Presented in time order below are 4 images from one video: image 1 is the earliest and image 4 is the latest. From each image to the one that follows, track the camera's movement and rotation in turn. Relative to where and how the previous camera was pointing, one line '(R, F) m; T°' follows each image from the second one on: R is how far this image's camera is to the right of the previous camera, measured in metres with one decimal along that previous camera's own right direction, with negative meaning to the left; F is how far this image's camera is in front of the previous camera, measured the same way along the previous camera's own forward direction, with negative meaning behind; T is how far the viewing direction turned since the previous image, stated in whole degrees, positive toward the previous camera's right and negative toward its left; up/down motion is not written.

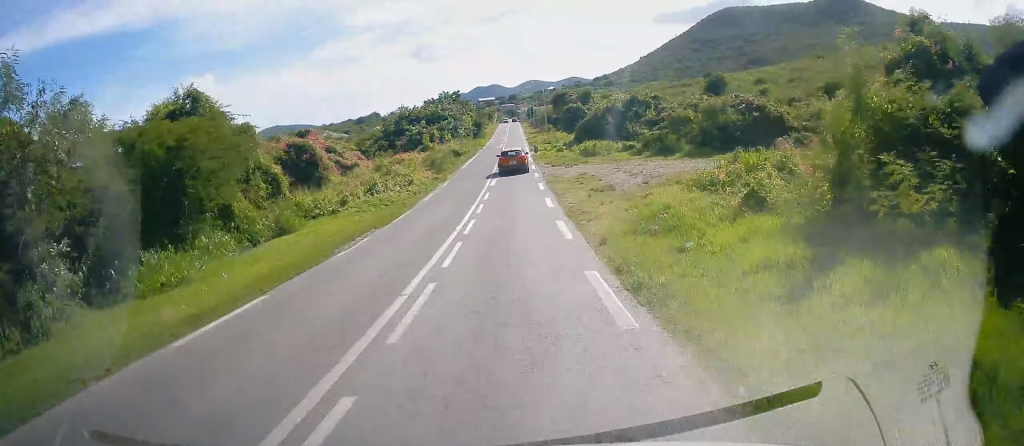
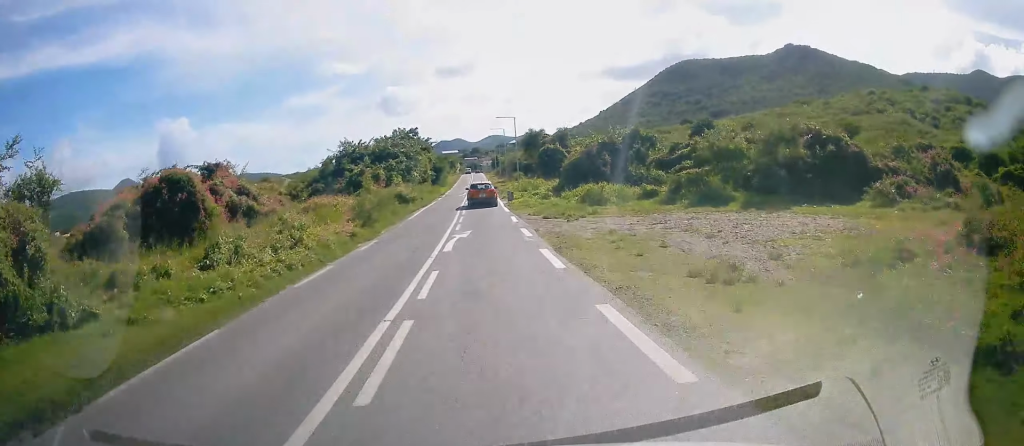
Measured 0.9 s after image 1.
(+0.2, +13.9) m; +3°
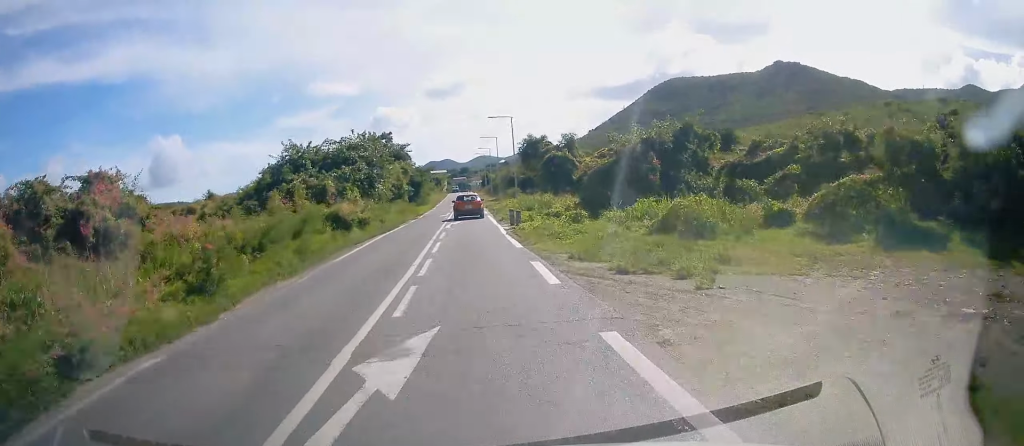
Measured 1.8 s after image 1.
(+0.4, +13.8) m; +2°
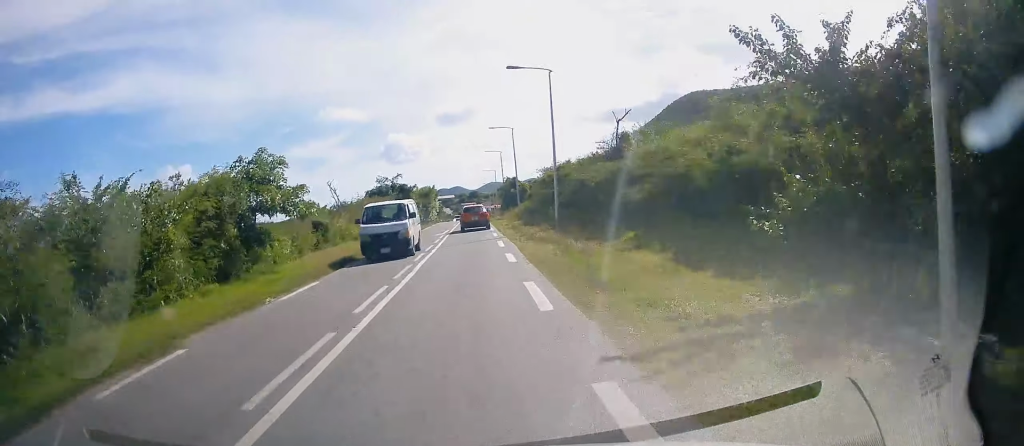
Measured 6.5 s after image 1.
(+0.9, +74.0) m; +1°
